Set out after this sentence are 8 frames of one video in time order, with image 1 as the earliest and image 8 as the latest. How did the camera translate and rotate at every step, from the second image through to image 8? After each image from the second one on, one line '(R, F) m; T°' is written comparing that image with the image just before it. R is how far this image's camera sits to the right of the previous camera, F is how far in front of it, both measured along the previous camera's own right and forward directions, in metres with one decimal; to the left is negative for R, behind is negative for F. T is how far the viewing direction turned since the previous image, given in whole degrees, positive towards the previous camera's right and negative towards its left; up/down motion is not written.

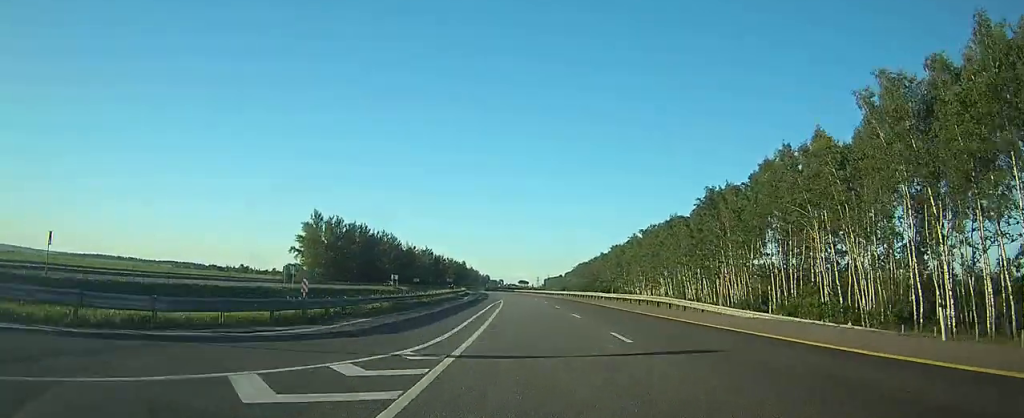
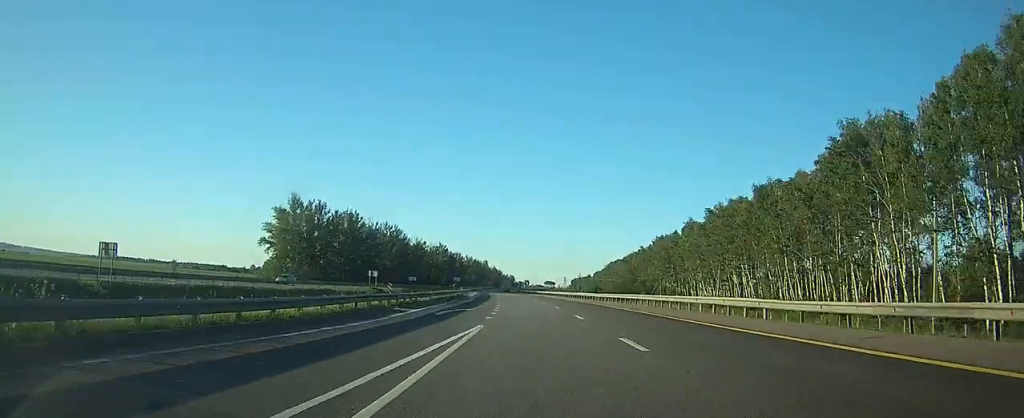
(-0.5, +38.3) m; -2°
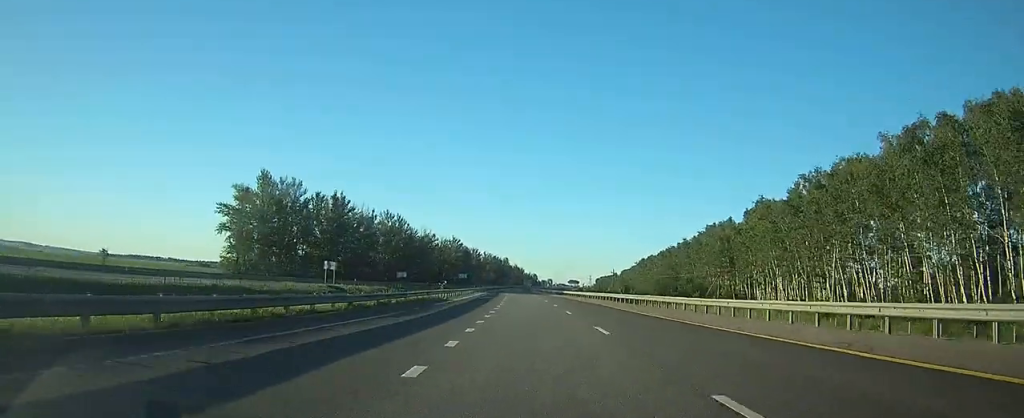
(-0.5, +31.7) m; -2°
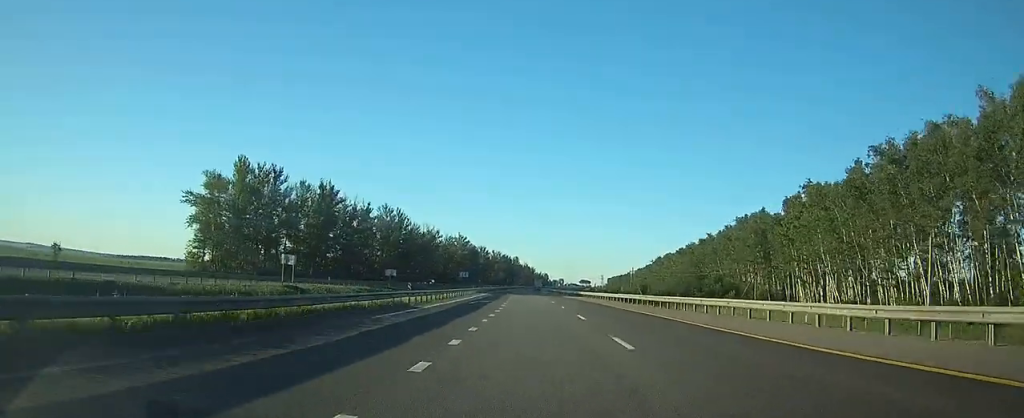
(-0.3, +15.5) m; -1°
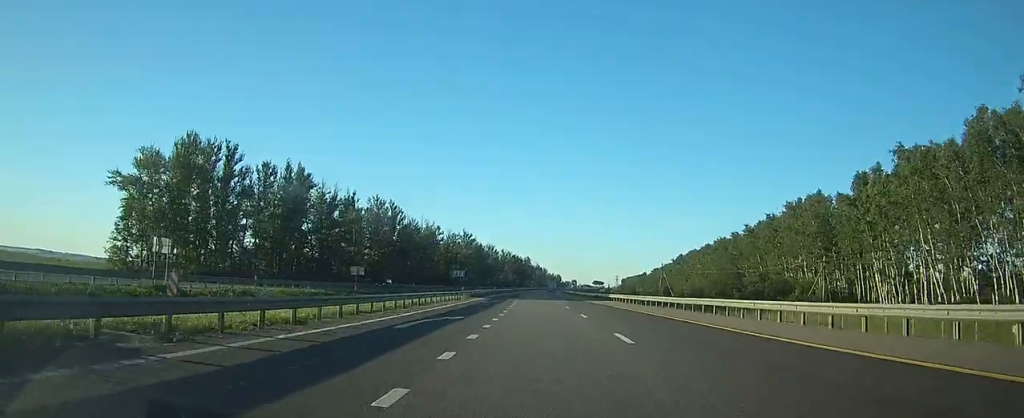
(-0.3, +22.4) m; -1°
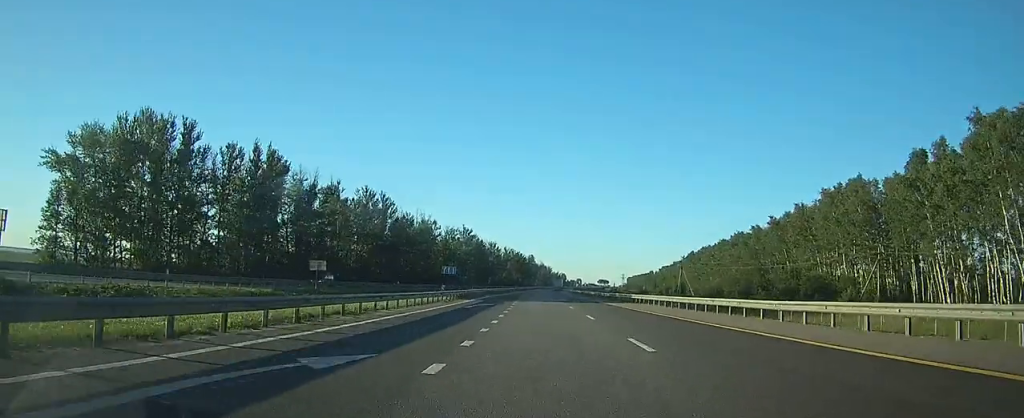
(0.0, +13.8) m; -1°
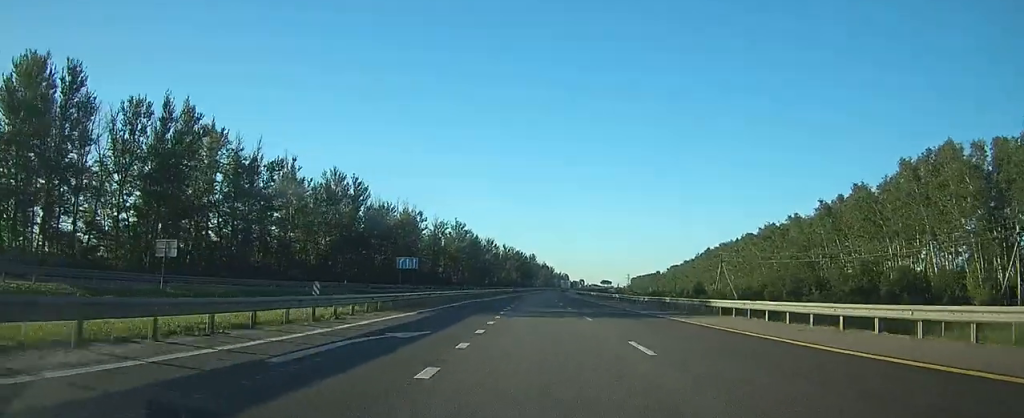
(-0.3, +24.3) m; -1°
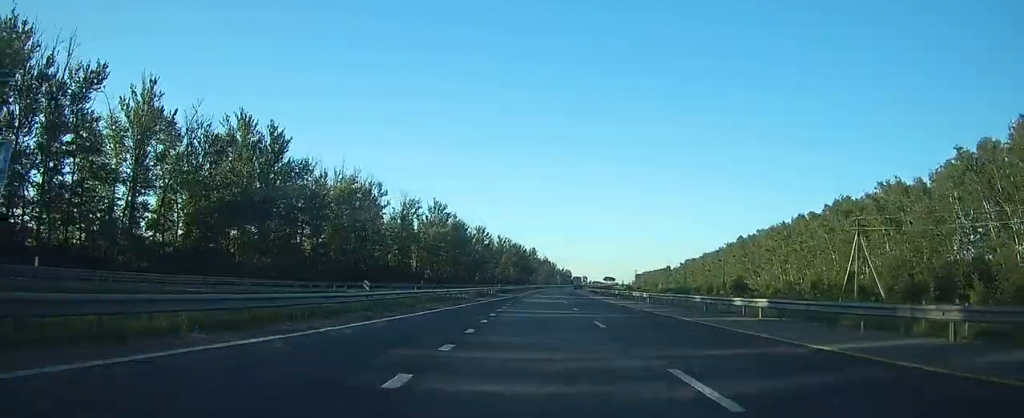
(-0.3, +41.0) m; -1°
